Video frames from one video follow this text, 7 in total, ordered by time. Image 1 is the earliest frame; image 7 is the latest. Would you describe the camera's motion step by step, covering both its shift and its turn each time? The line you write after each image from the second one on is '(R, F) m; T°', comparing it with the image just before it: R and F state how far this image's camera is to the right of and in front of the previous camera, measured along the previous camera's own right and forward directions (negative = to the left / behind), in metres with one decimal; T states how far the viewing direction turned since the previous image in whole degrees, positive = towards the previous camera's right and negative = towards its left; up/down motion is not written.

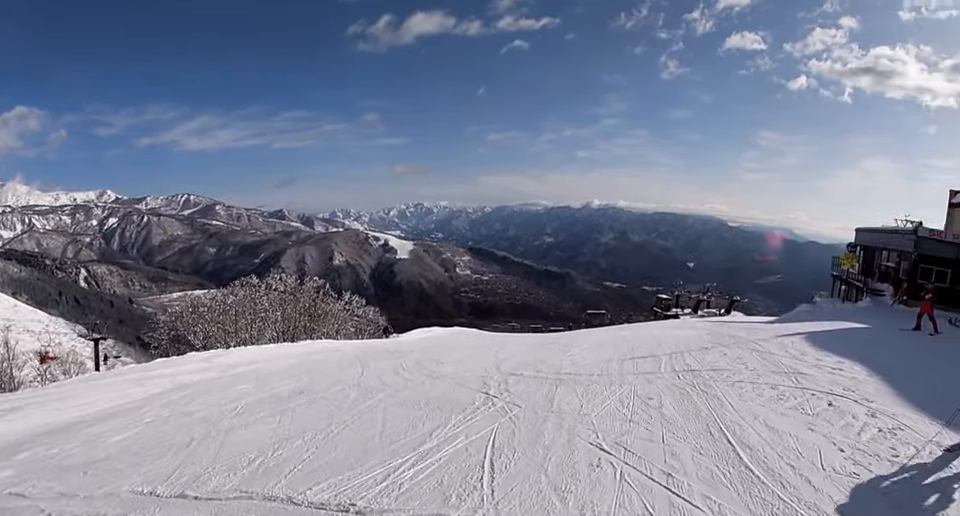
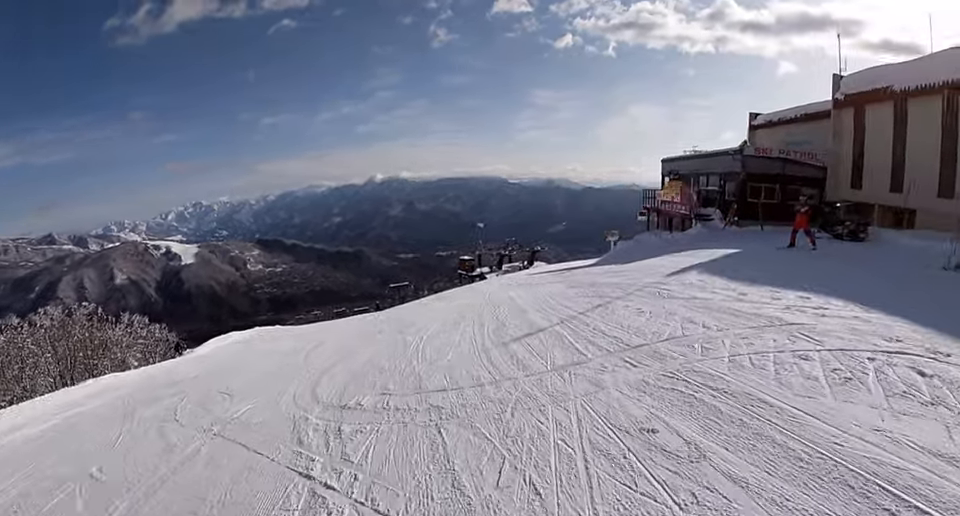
(+1.2, +3.7) m; 0°
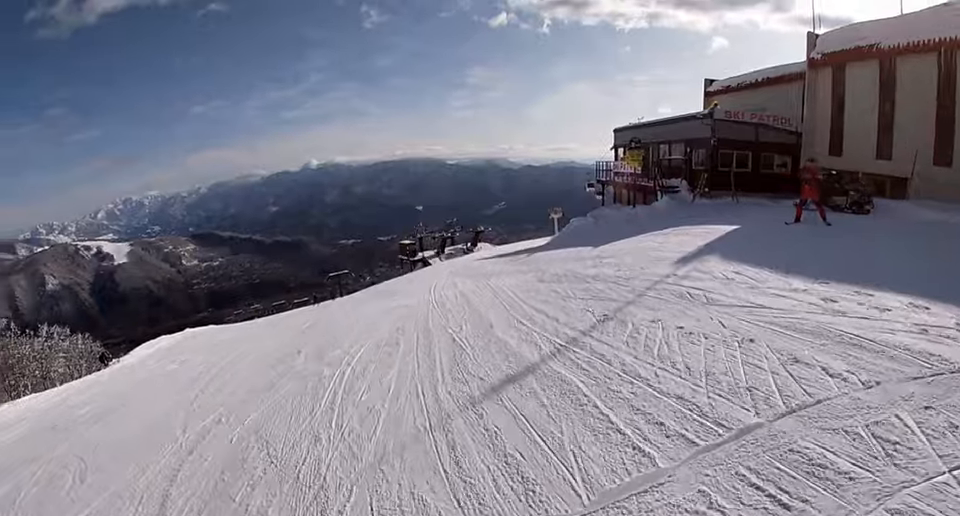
(-1.0, +2.9) m; -10°
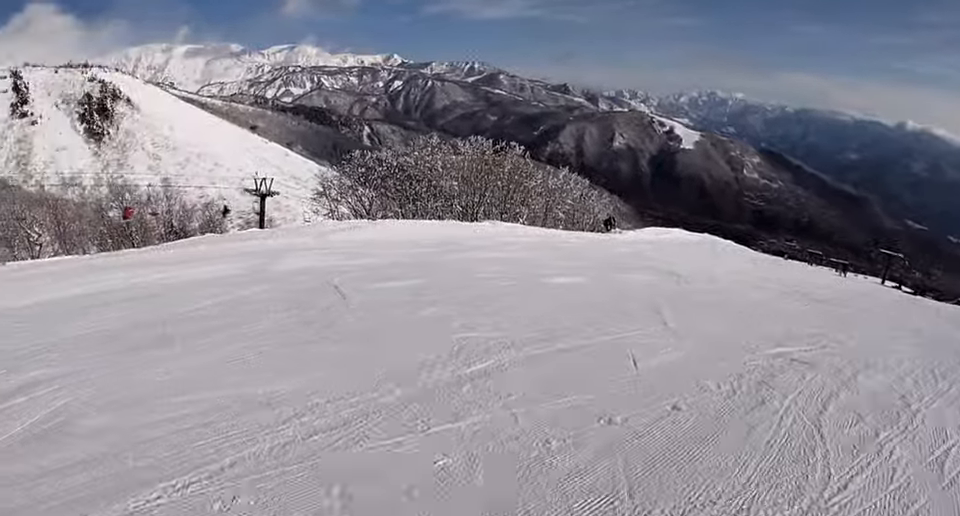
(-2.8, +8.1) m; -43°
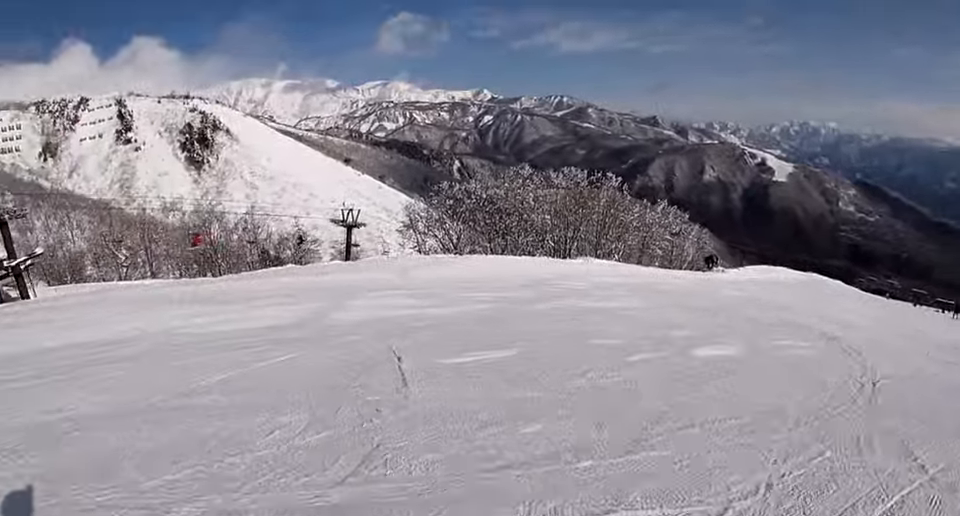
(-0.4, +3.2) m; 0°
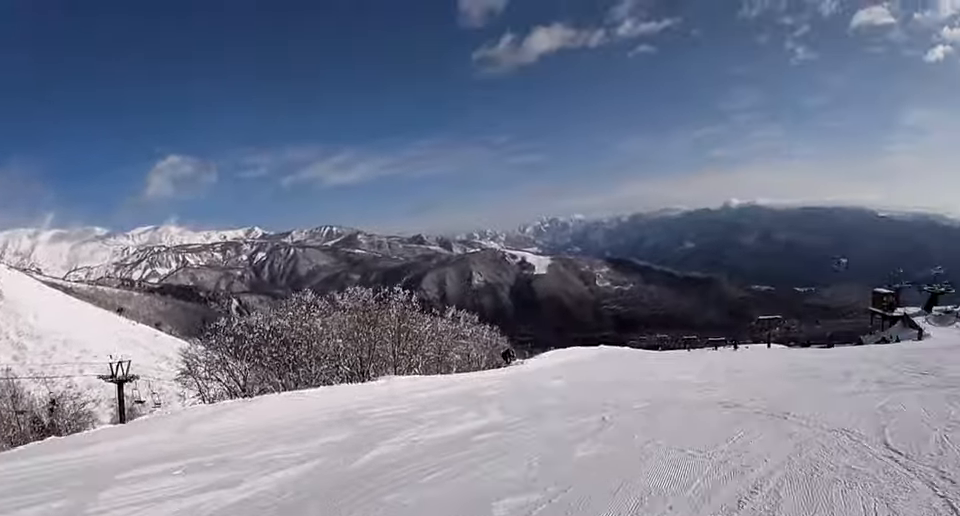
(+0.2, +3.5) m; +19°
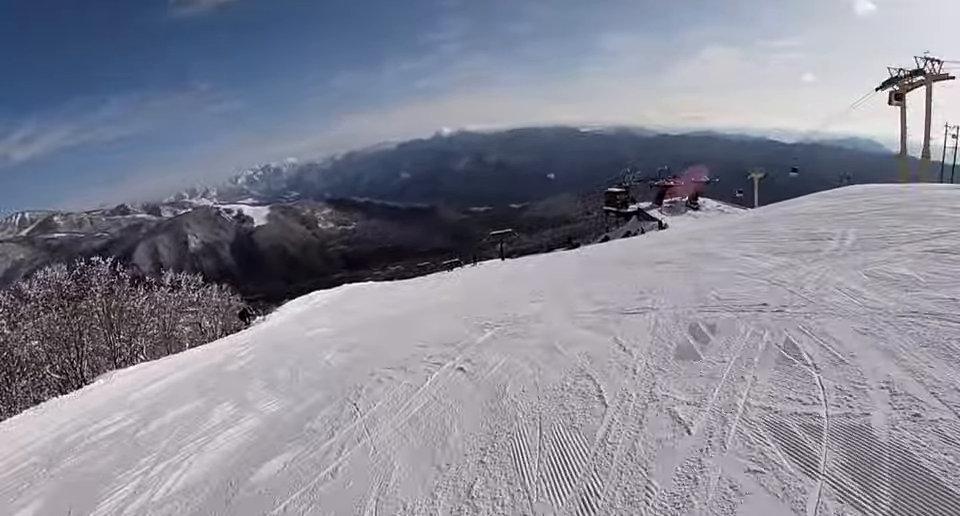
(+1.1, +3.8) m; +33°
